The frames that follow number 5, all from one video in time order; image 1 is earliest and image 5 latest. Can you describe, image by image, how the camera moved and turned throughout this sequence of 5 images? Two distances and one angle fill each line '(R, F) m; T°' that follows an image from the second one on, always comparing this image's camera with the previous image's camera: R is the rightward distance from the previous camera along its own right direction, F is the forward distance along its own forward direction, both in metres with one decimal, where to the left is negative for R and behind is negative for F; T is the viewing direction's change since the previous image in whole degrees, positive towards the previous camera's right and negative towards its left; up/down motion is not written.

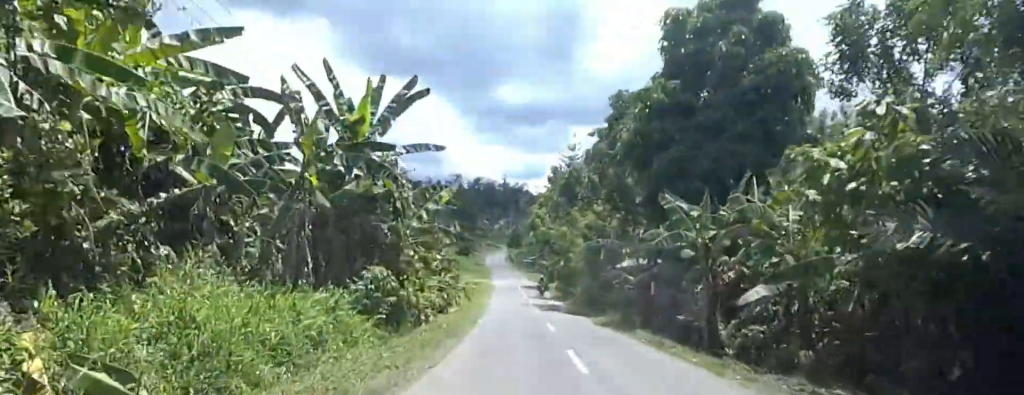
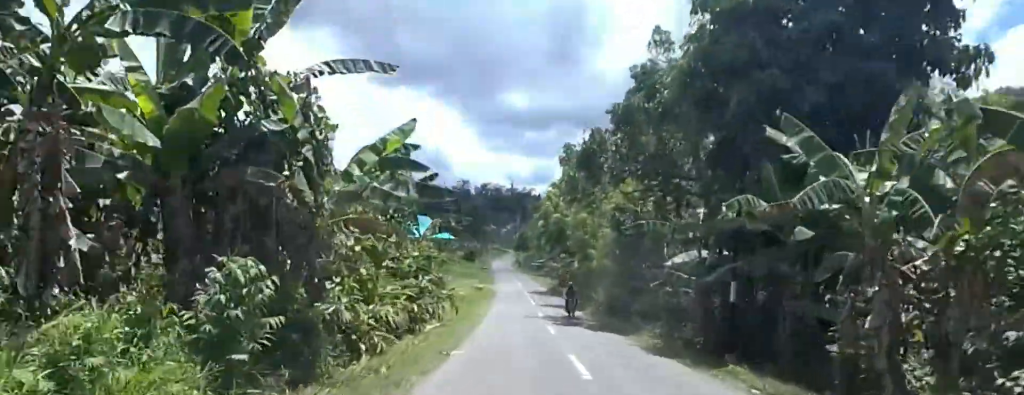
(+0.3, +8.0) m; -2°
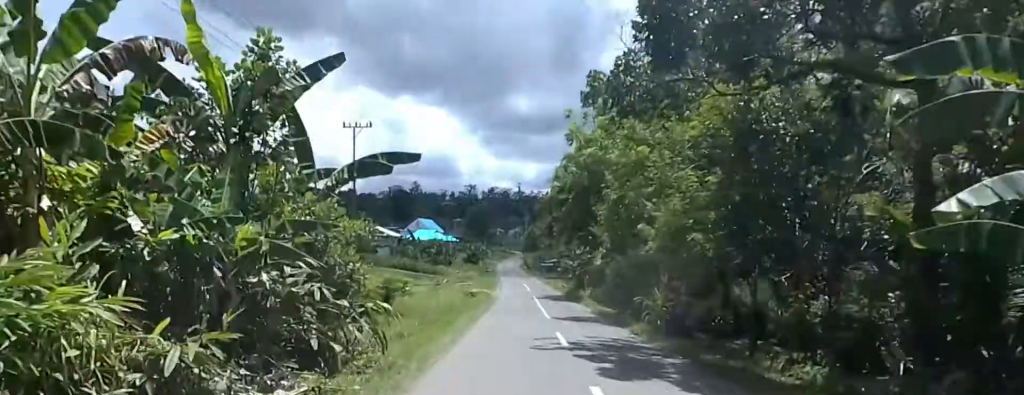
(-0.5, +12.1) m; -1°
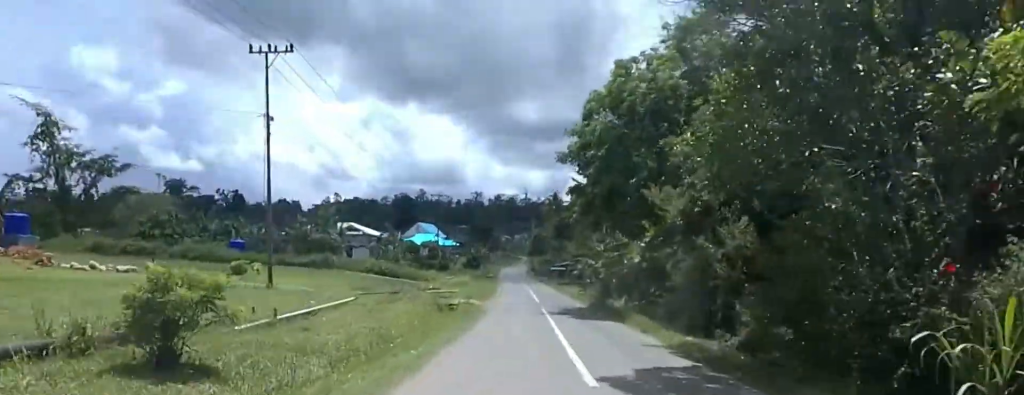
(+0.5, +13.6) m; 0°
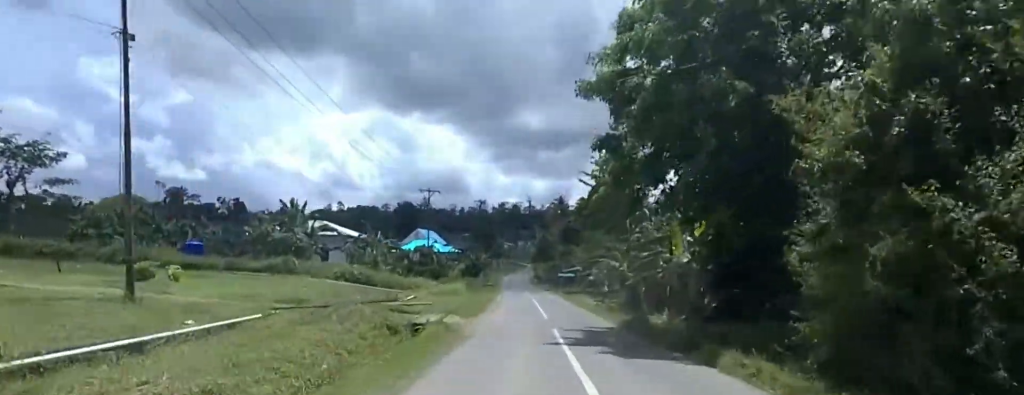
(-0.4, +9.4) m; 0°
